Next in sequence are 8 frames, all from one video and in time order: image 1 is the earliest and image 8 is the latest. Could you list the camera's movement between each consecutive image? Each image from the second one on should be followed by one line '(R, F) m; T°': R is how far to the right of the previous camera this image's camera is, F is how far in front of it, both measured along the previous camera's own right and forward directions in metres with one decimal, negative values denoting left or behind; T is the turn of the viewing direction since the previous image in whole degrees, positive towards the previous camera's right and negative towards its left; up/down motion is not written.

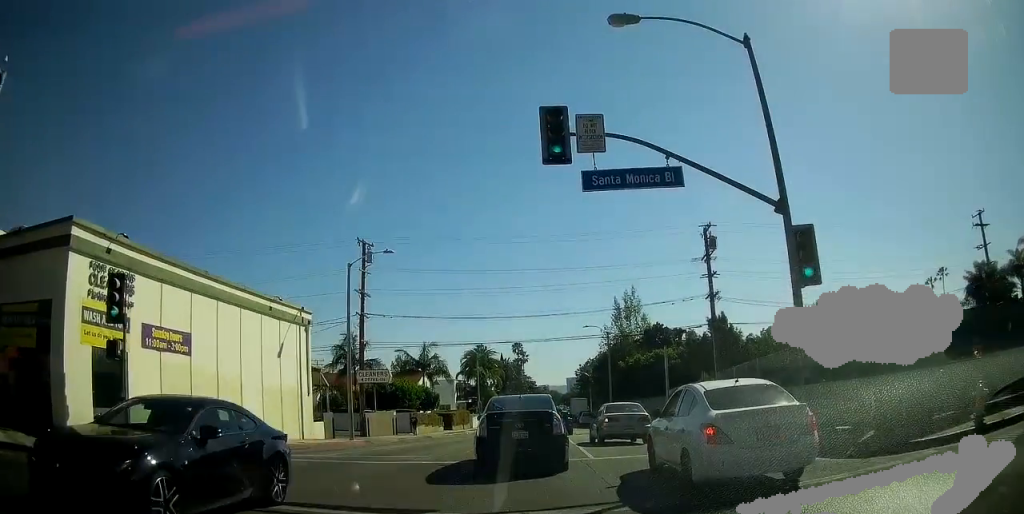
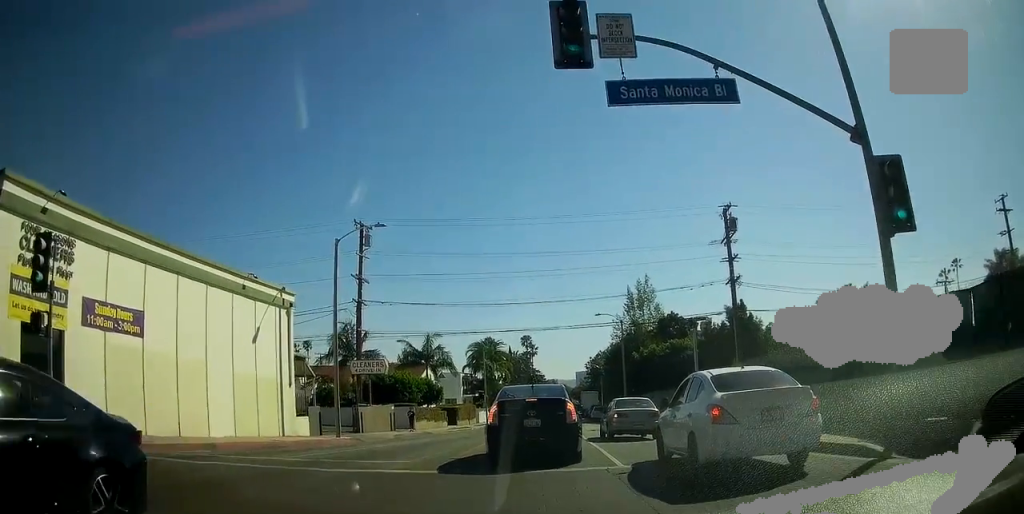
(0.0, +3.9) m; 0°
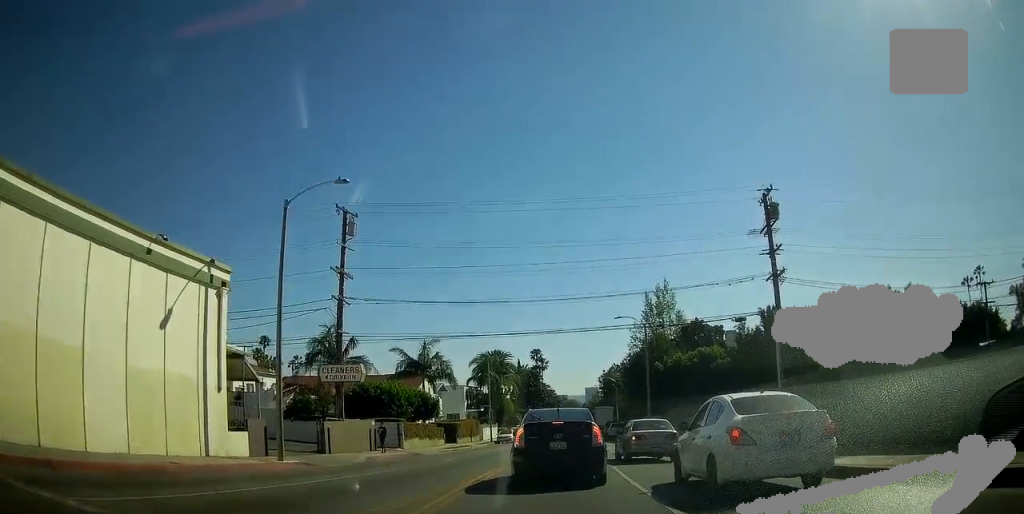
(0.0, +8.4) m; 0°
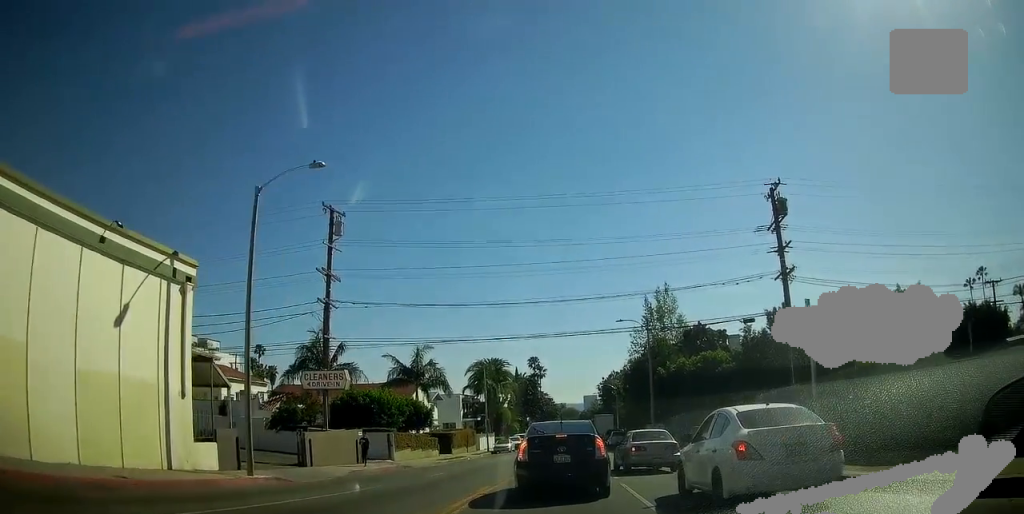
(0.0, +2.5) m; 0°
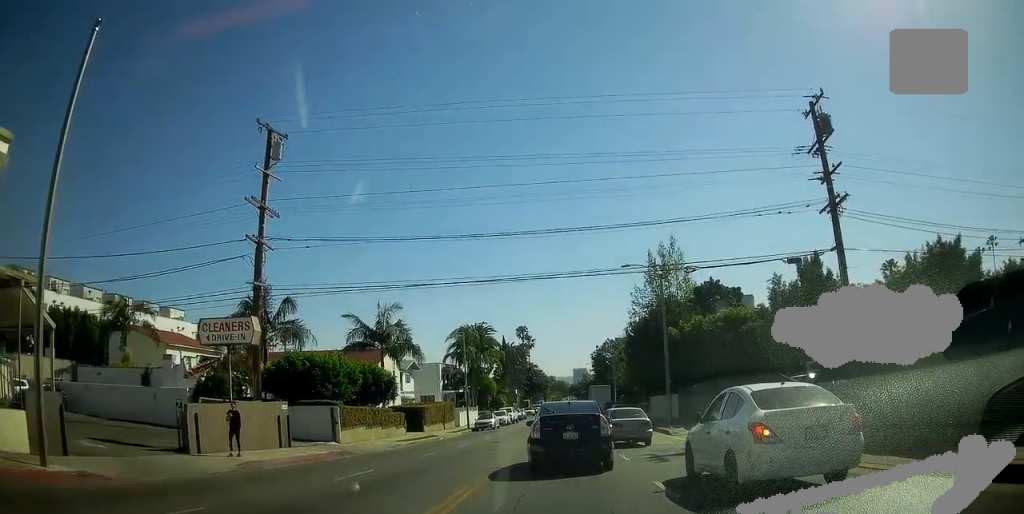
(0.0, +11.1) m; 0°
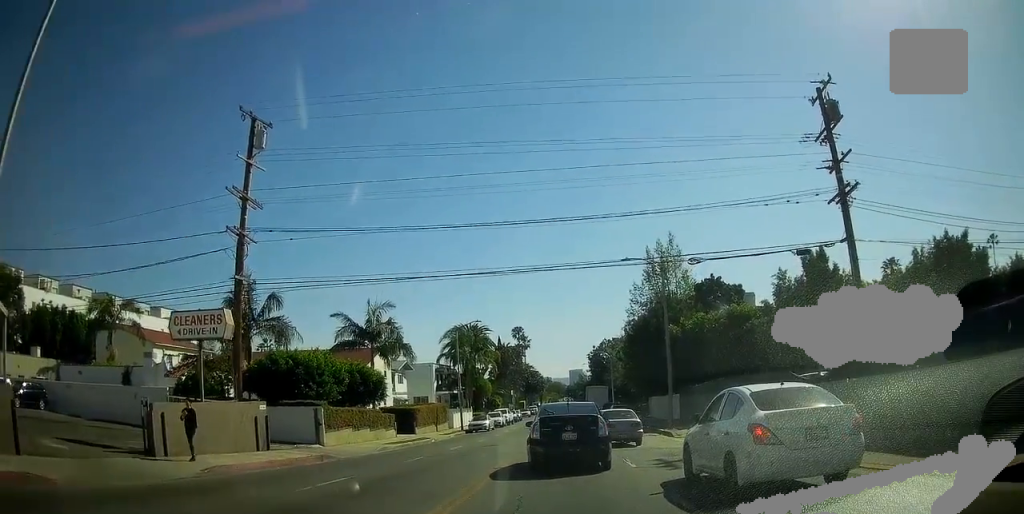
(0.0, +2.1) m; 0°
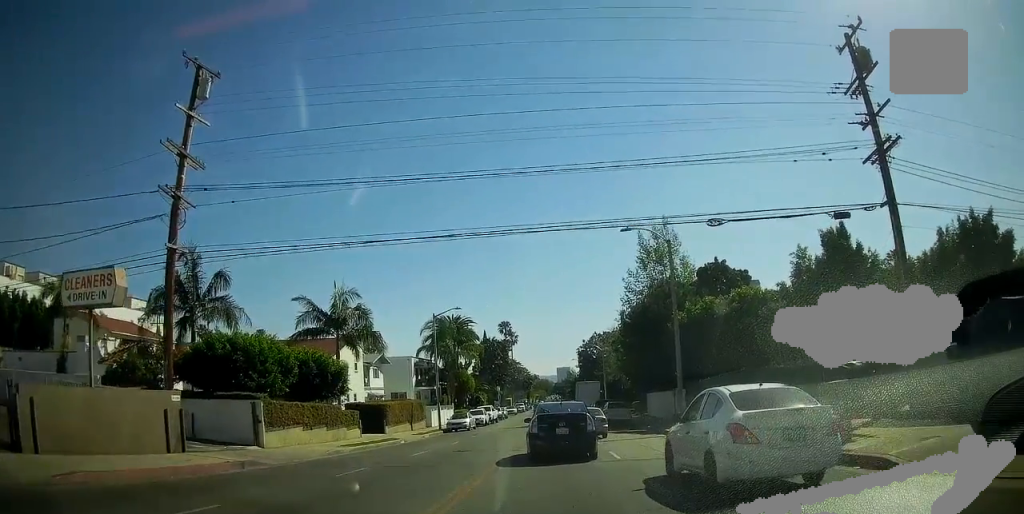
(0.0, +6.7) m; 0°
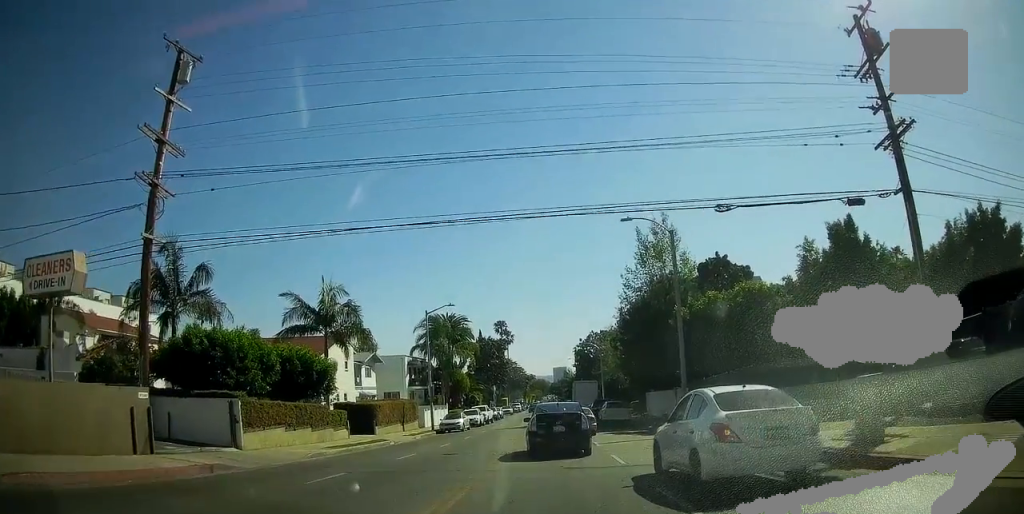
(0.0, +2.4) m; 0°
